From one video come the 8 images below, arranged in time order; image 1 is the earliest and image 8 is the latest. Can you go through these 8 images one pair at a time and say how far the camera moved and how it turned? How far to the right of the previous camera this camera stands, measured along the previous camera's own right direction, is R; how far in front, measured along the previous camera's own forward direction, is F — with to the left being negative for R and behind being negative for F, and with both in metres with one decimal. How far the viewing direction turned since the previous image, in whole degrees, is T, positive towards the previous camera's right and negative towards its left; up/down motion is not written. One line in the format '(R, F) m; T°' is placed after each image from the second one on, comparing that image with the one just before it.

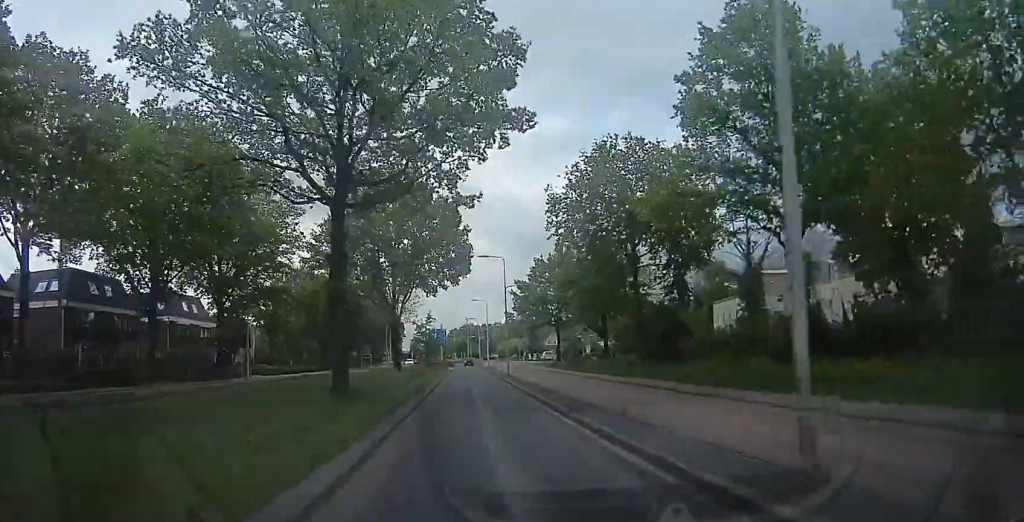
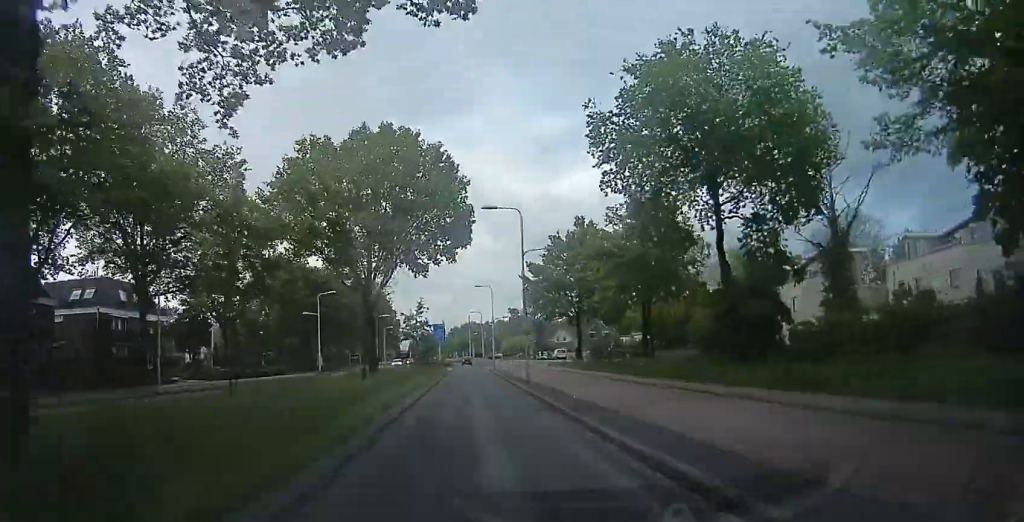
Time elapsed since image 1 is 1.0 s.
(0.0, +12.2) m; 0°
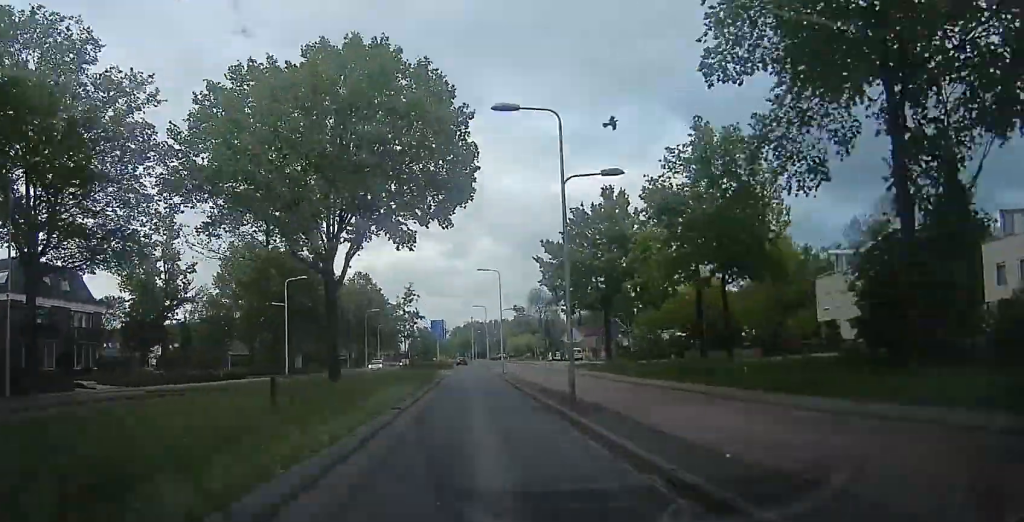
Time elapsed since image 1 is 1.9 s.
(0.0, +10.9) m; 0°
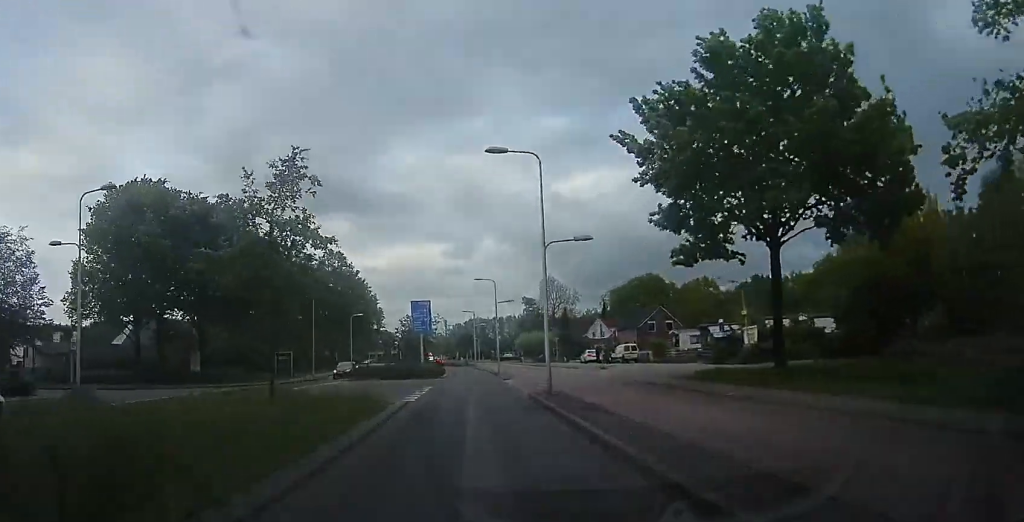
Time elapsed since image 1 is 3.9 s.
(0.0, +26.4) m; 0°
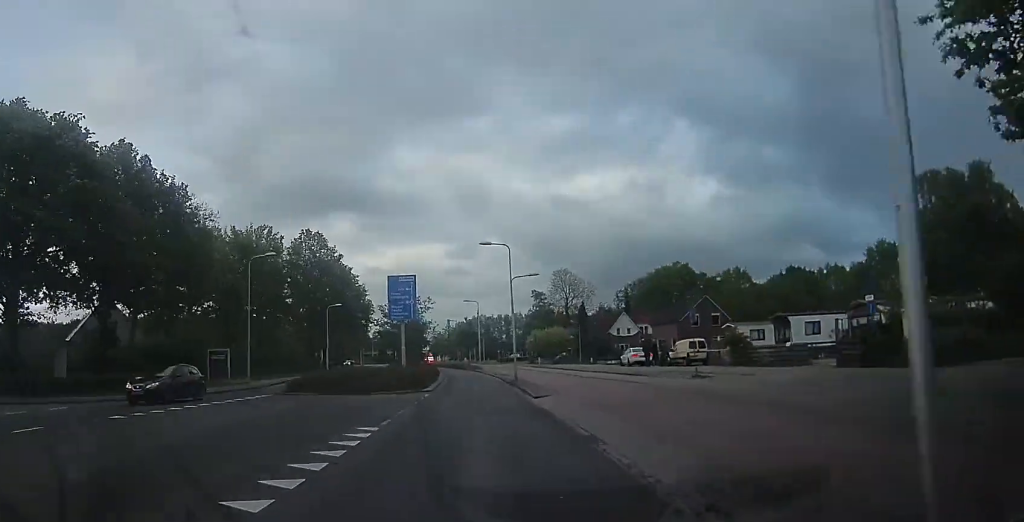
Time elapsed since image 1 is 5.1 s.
(0.0, +15.7) m; -2°
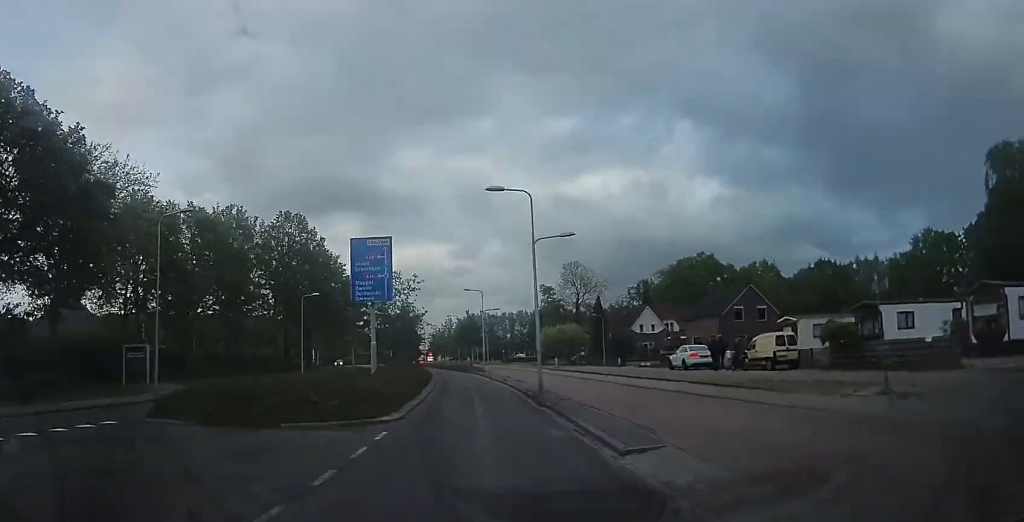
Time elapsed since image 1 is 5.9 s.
(-0.3, +11.4) m; -1°
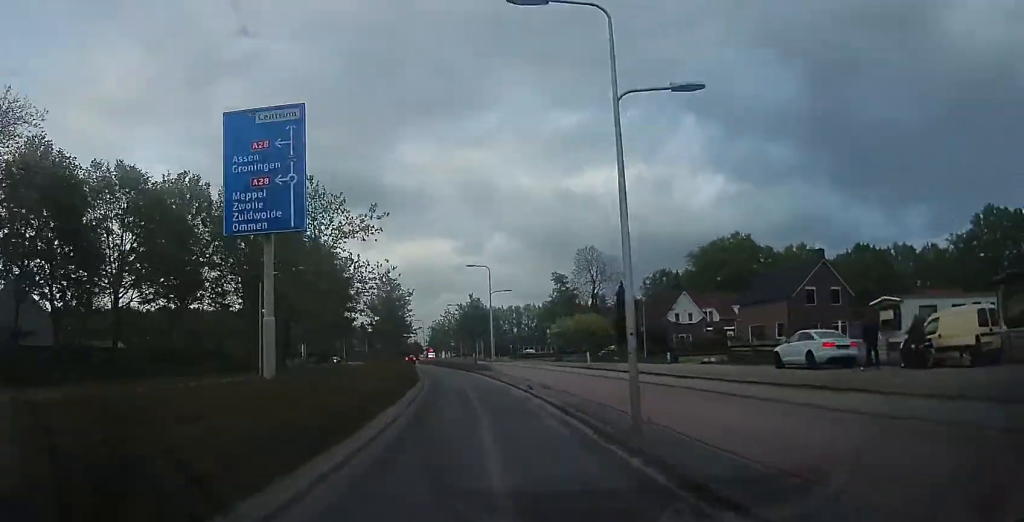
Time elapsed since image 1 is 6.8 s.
(-0.1, +12.9) m; +2°
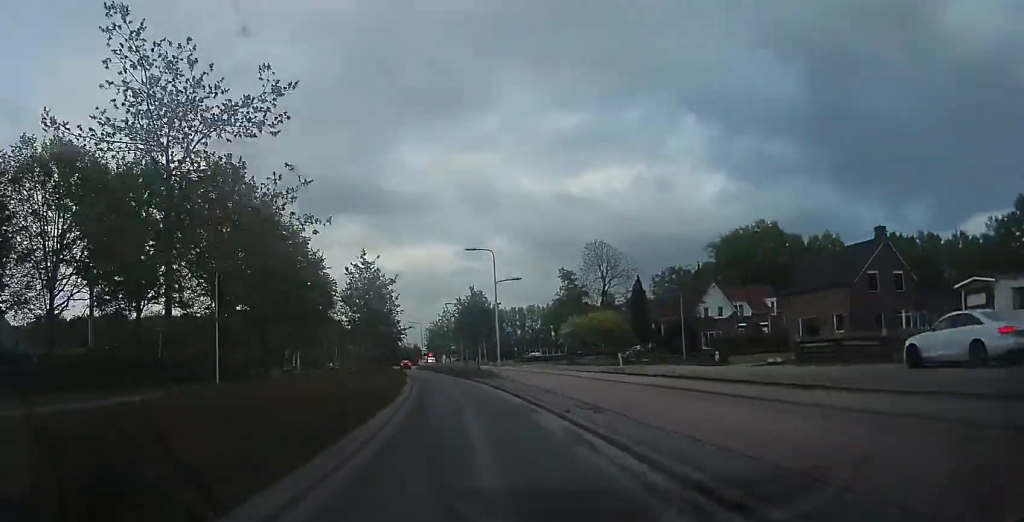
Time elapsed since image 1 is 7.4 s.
(+0.1, +8.3) m; +2°
